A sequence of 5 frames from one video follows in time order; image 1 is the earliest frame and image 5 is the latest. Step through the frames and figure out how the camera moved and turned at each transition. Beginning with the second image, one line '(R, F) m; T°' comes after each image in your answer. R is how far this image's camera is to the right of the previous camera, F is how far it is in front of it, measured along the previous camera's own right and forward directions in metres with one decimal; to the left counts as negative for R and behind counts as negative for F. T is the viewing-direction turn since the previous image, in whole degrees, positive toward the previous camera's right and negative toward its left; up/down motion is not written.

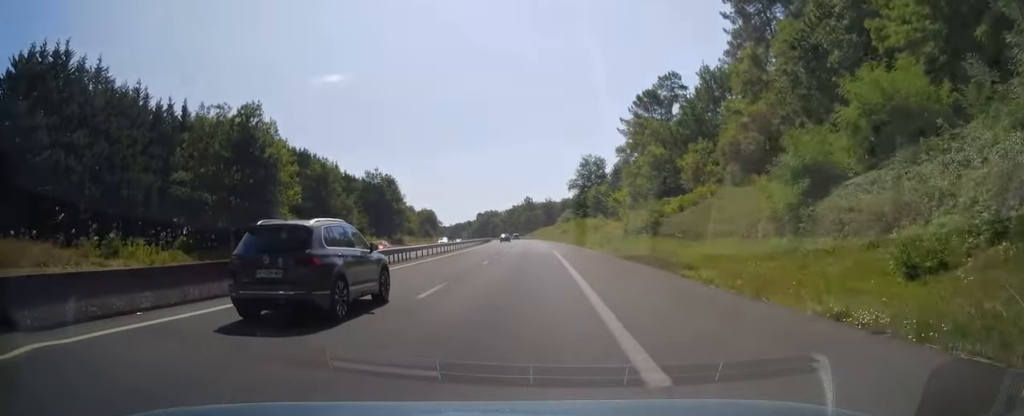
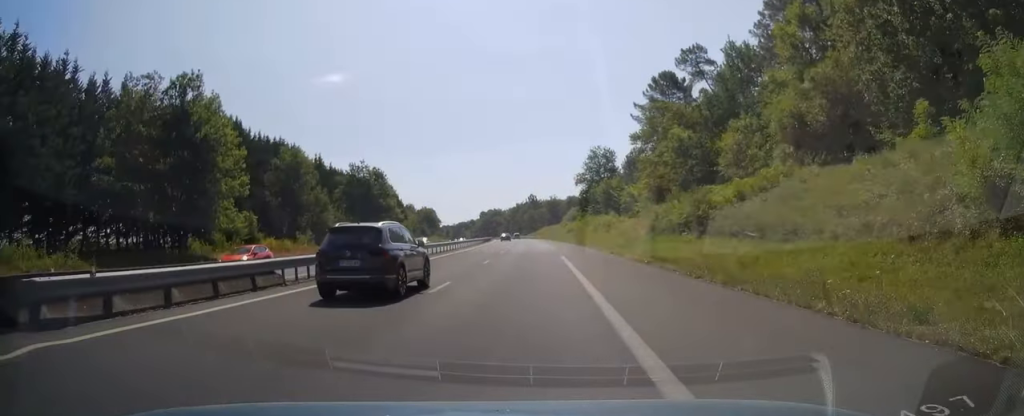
(0.0, +12.3) m; -1°
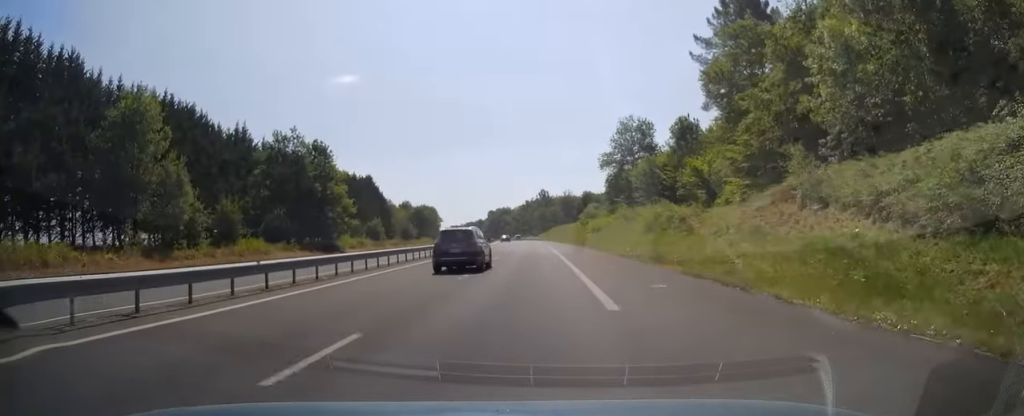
(-0.7, +35.3) m; -1°
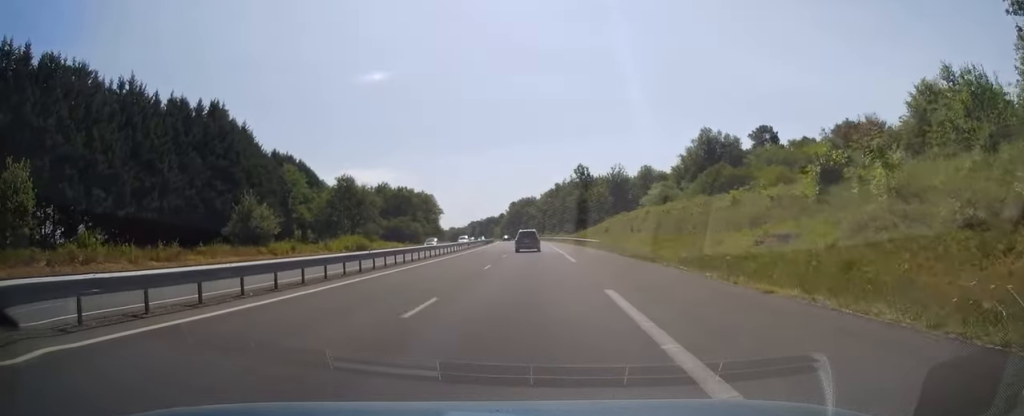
(-1.7, +88.4) m; -2°
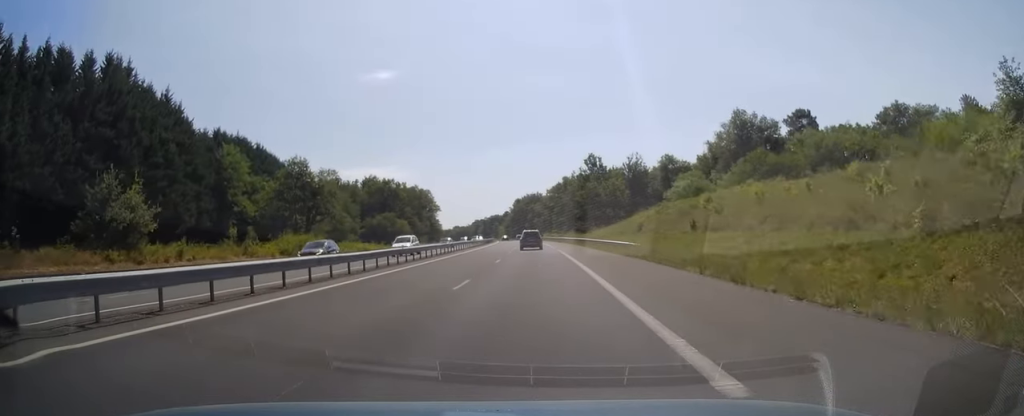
(-0.3, +21.7) m; -1°
